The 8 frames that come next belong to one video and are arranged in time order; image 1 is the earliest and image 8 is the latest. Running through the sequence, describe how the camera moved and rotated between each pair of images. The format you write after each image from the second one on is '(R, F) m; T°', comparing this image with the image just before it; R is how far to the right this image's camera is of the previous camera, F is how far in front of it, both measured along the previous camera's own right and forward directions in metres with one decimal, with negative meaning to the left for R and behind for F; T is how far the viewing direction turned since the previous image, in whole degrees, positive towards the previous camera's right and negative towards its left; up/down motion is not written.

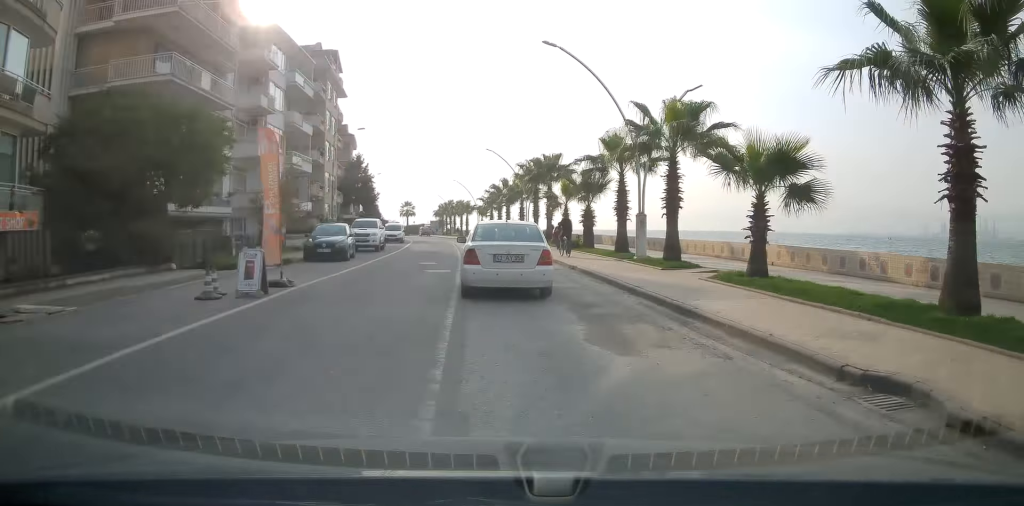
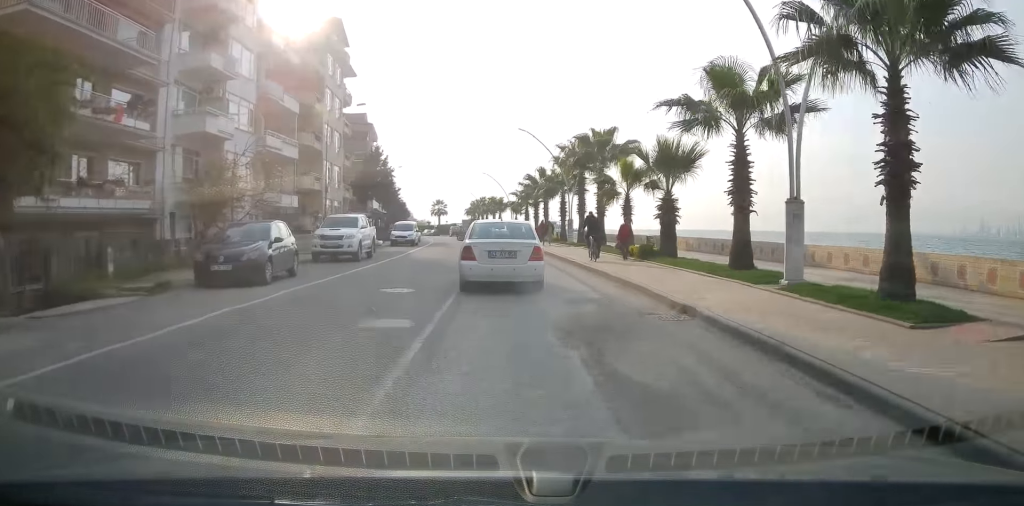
(+0.3, +11.0) m; -1°
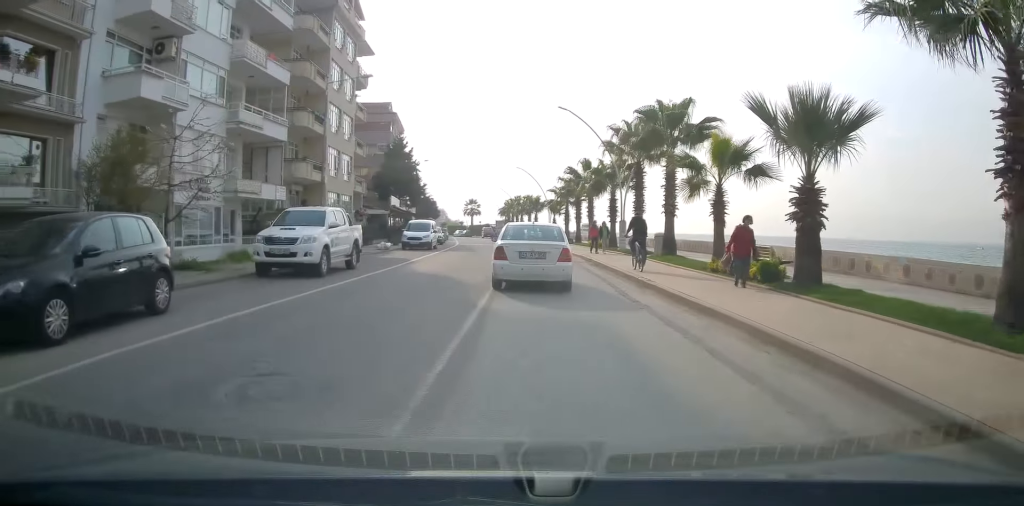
(-0.4, +8.1) m; -1°
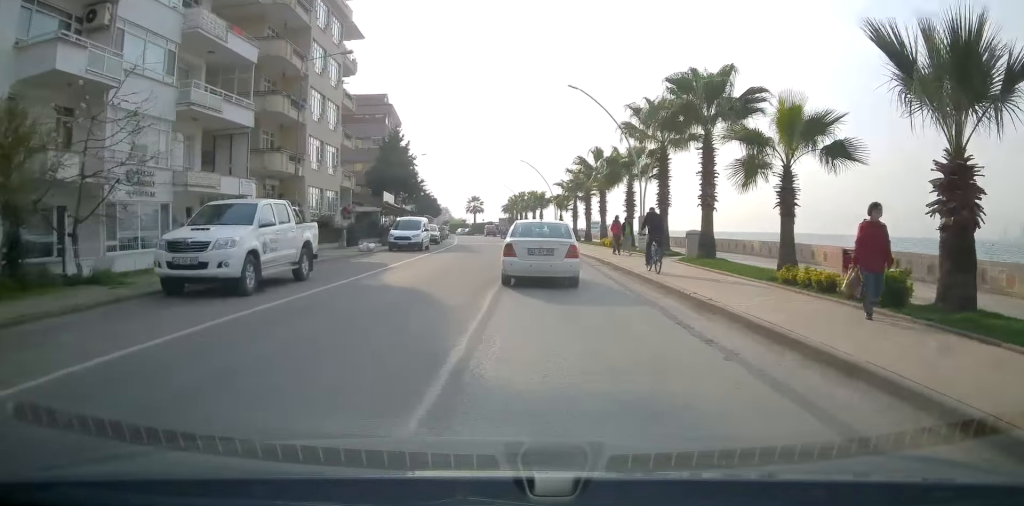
(+0.1, +4.7) m; 0°
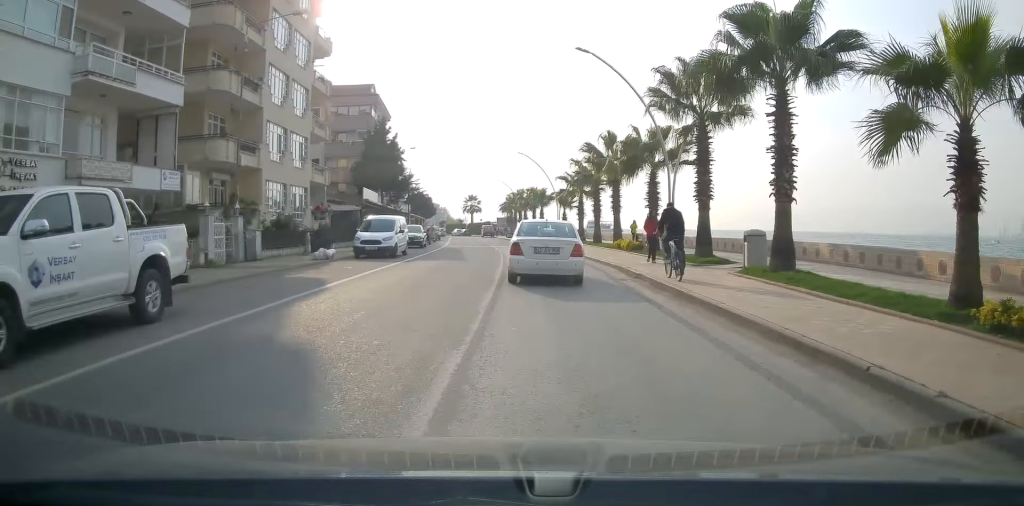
(+0.1, +6.2) m; -1°
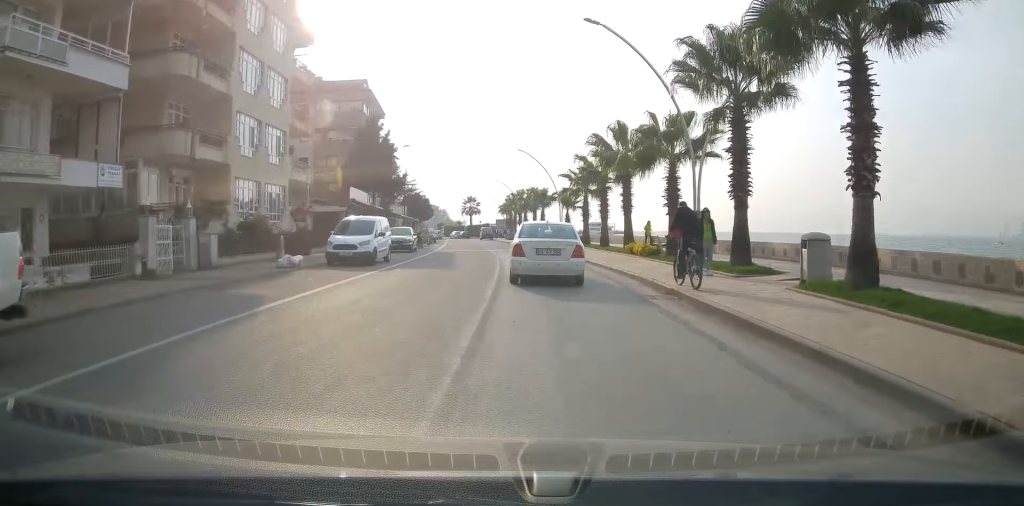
(-0.1, +3.6) m; -1°
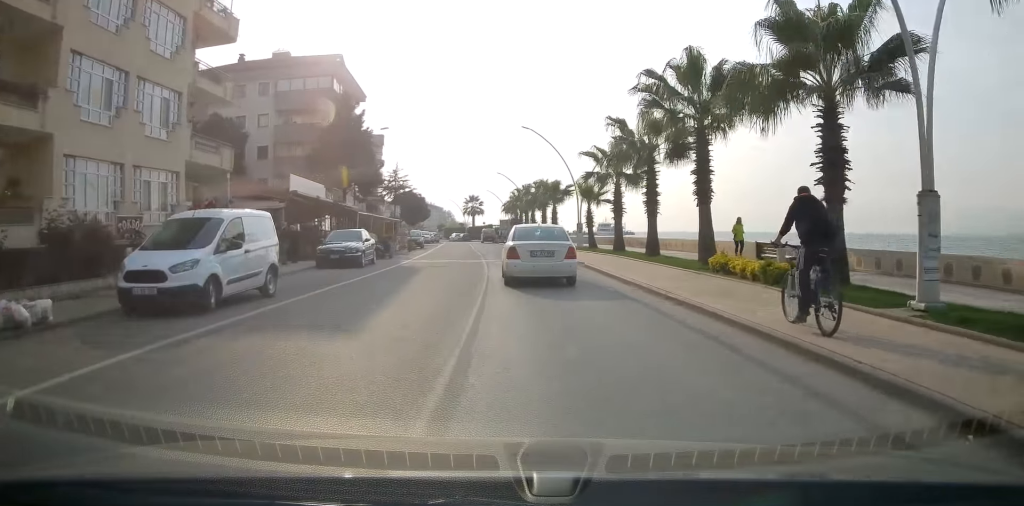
(-0.4, +11.9) m; -4°
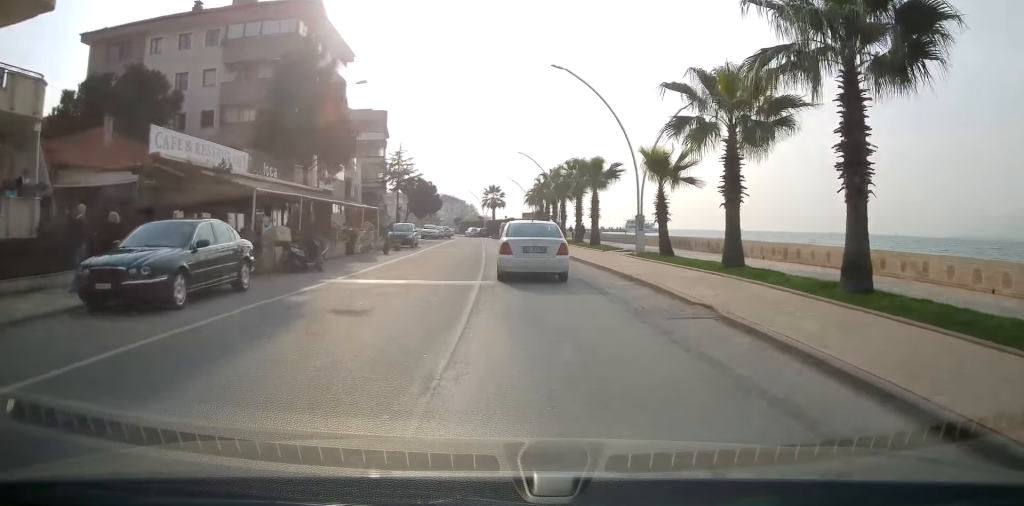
(-0.2, +13.7) m; 0°
